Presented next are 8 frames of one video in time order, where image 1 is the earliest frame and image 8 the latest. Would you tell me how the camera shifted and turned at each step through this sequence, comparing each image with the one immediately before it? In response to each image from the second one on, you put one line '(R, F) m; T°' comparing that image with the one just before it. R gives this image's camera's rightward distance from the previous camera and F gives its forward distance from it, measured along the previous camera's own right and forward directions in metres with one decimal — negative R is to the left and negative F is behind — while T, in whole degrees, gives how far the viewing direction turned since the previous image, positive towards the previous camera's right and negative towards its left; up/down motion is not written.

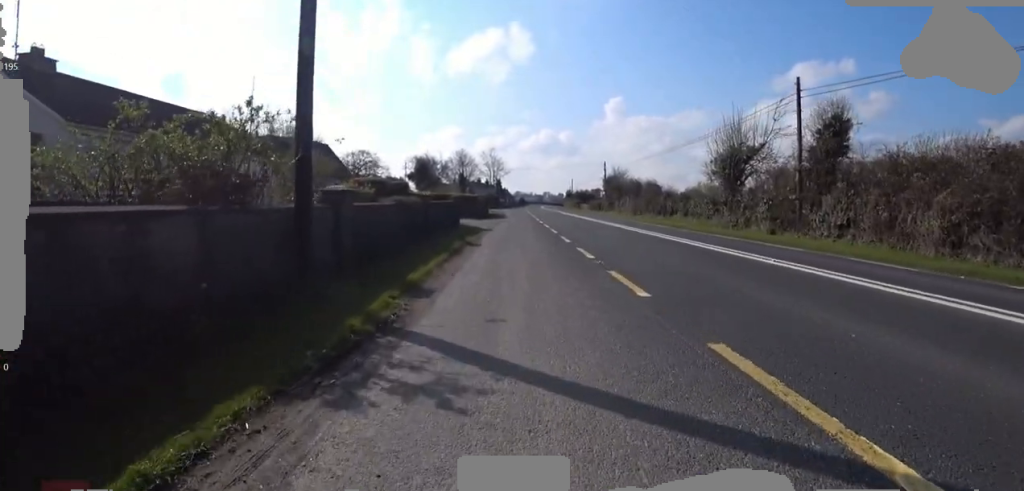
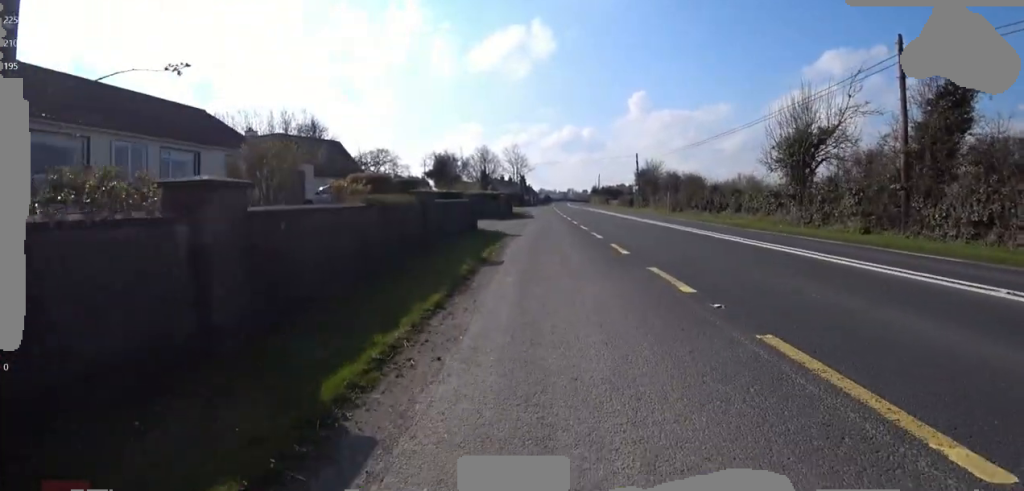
(-0.1, +3.7) m; +2°
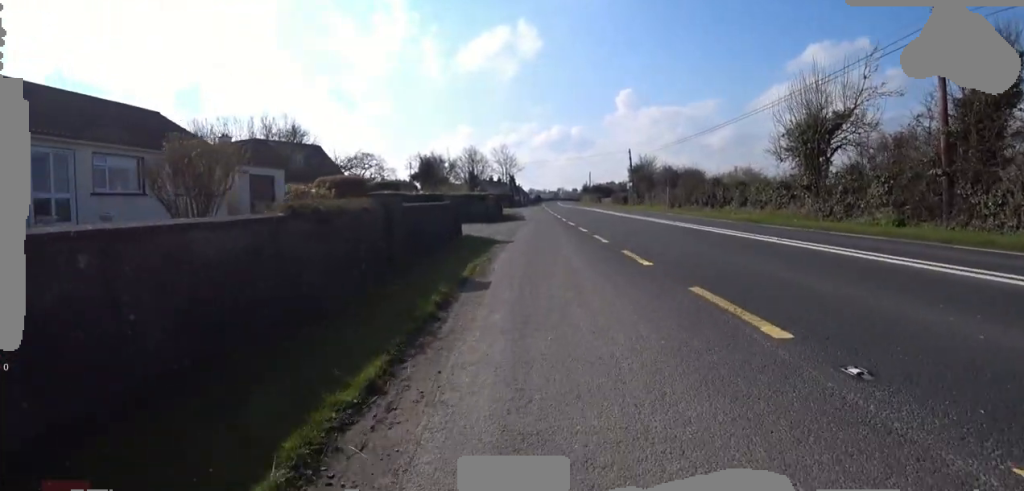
(-0.1, +2.0) m; +2°
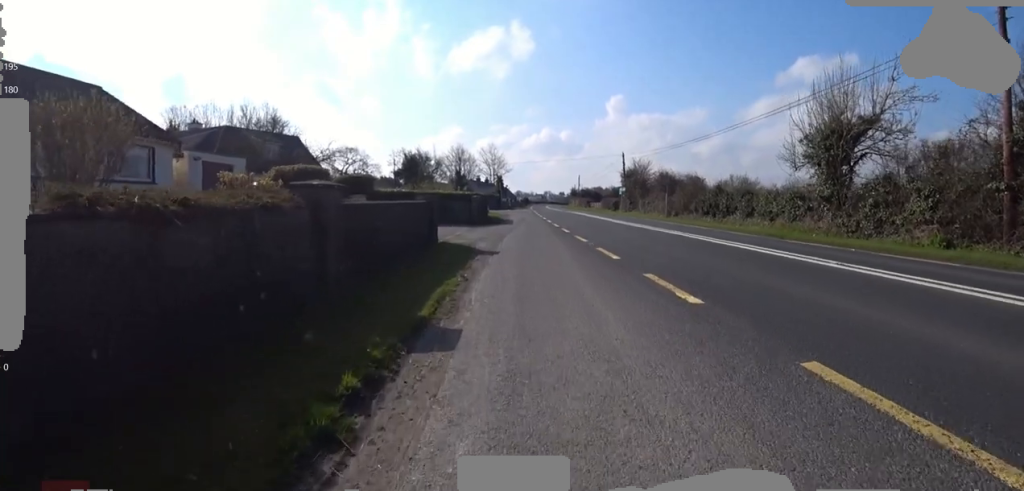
(+0.3, +2.5) m; 0°
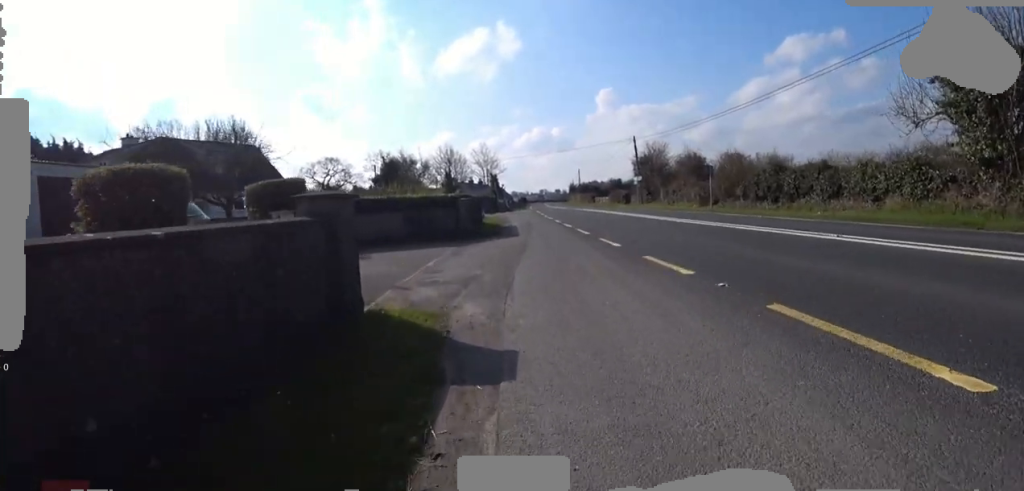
(-0.2, +6.7) m; 0°
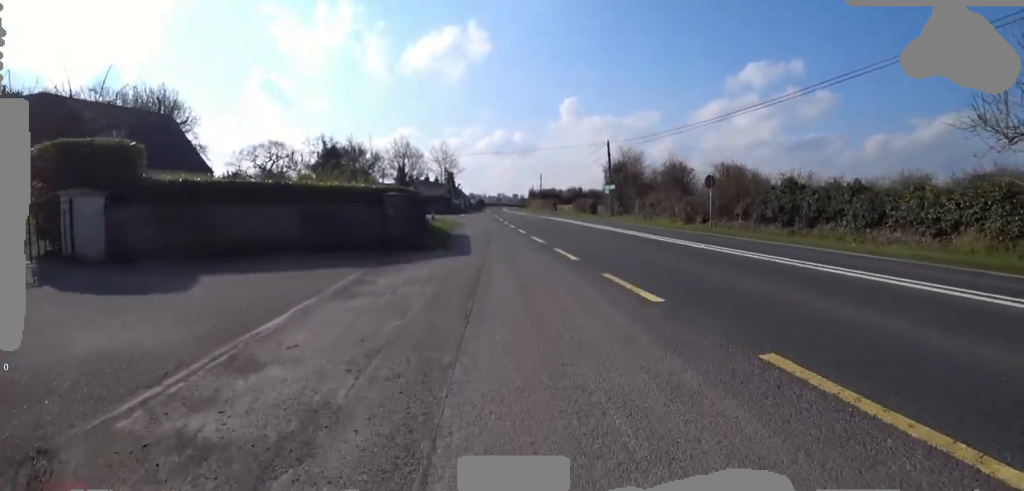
(+0.4, +4.9) m; 0°
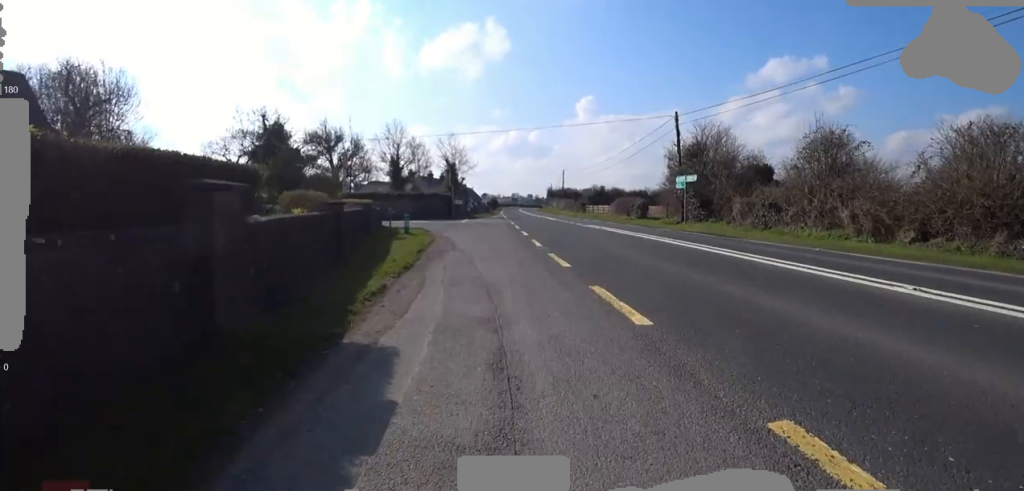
(-0.3, +12.7) m; 0°
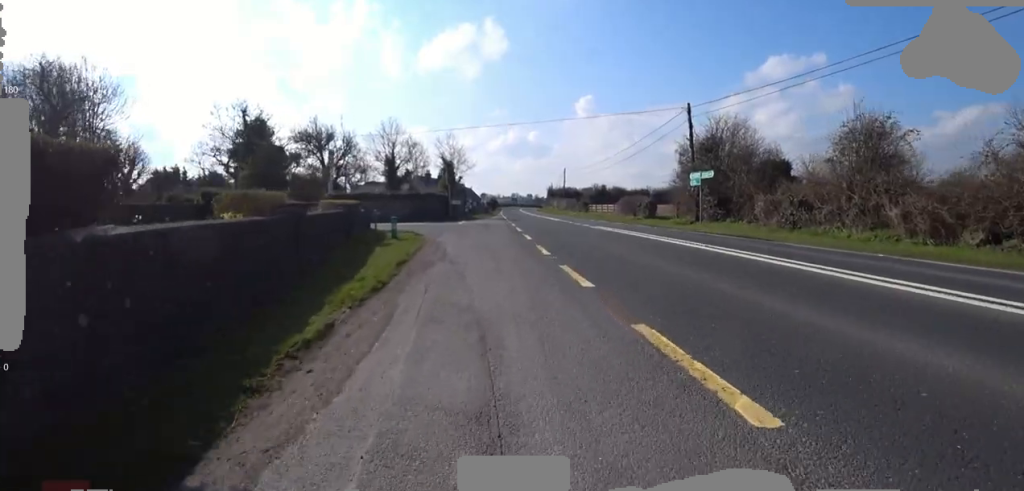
(-0.1, +2.0) m; 0°
